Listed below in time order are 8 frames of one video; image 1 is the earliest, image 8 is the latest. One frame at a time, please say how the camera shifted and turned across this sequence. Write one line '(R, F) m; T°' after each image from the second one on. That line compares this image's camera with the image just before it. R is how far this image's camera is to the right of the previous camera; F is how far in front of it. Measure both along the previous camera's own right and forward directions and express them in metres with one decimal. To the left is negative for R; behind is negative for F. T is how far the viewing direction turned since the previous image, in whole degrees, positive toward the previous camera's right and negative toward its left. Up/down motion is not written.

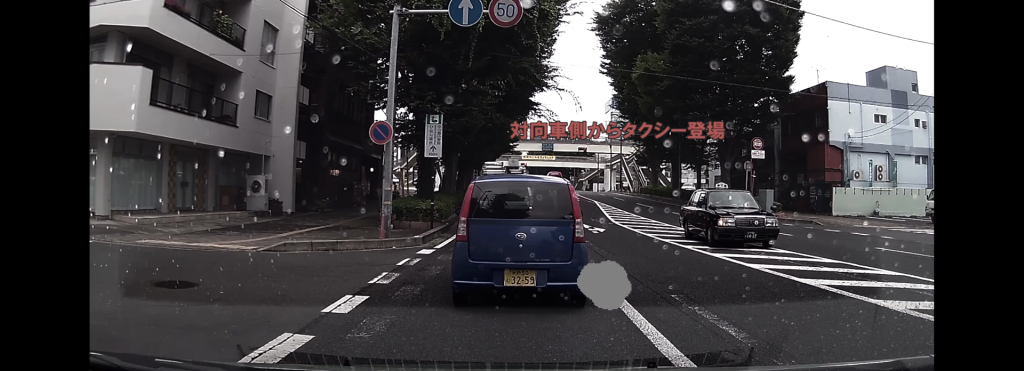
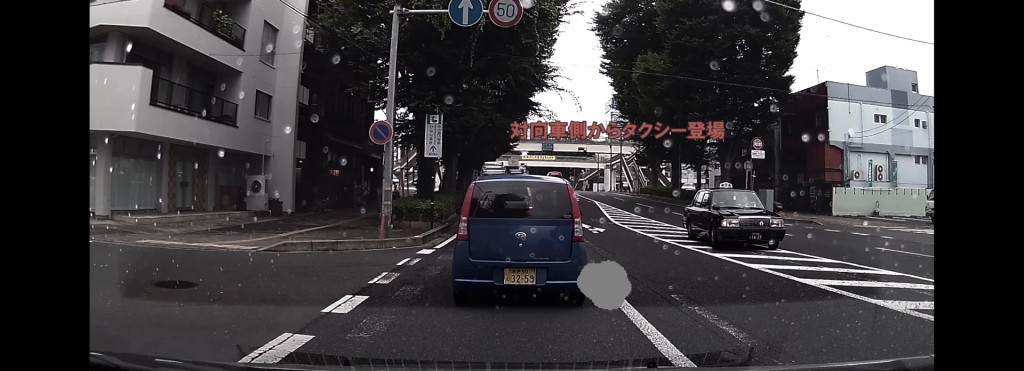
(0.0, 0.0) m; 0°
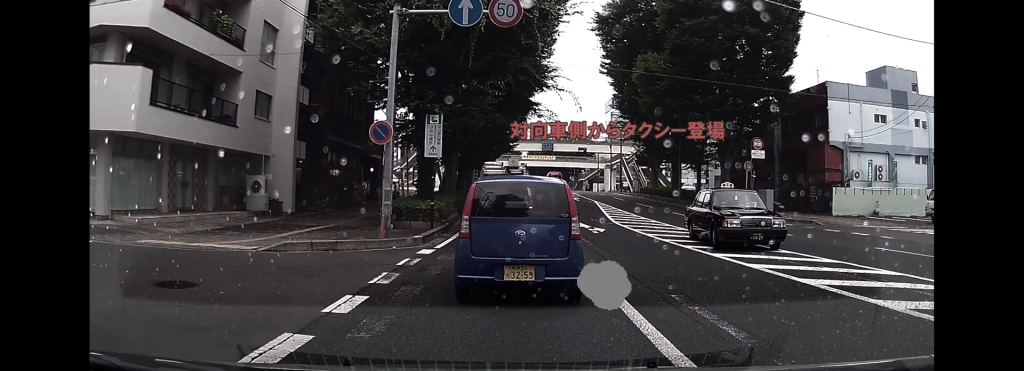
(0.0, 0.0) m; 0°
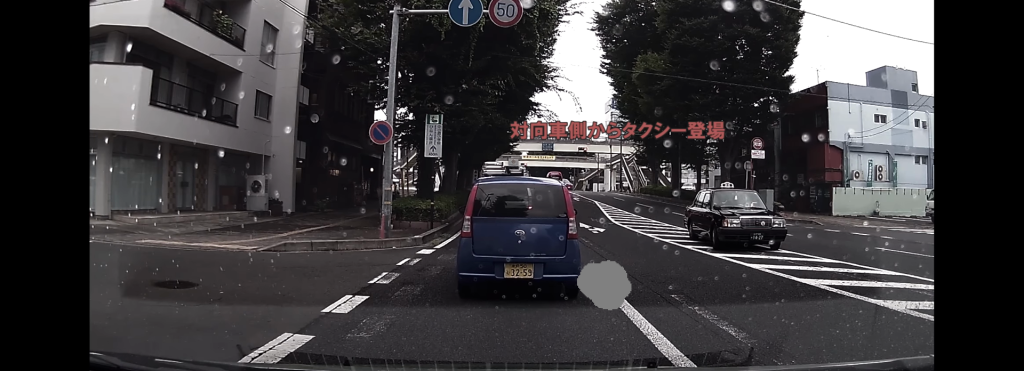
(0.0, 0.0) m; 0°
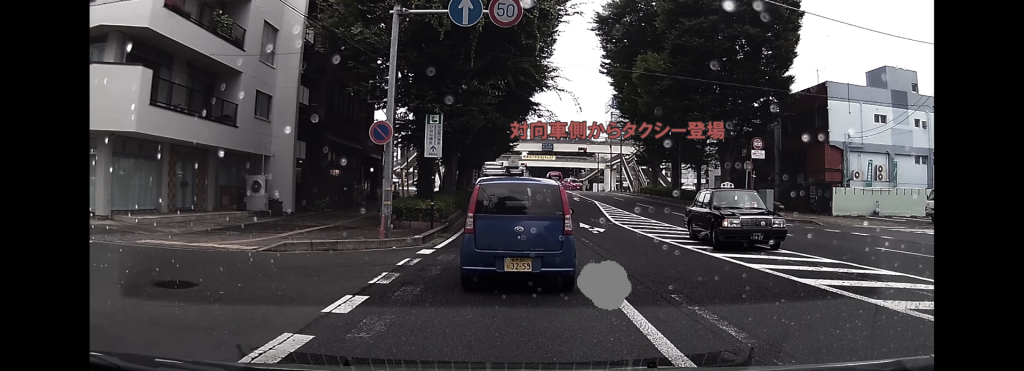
(0.0, 0.0) m; 0°
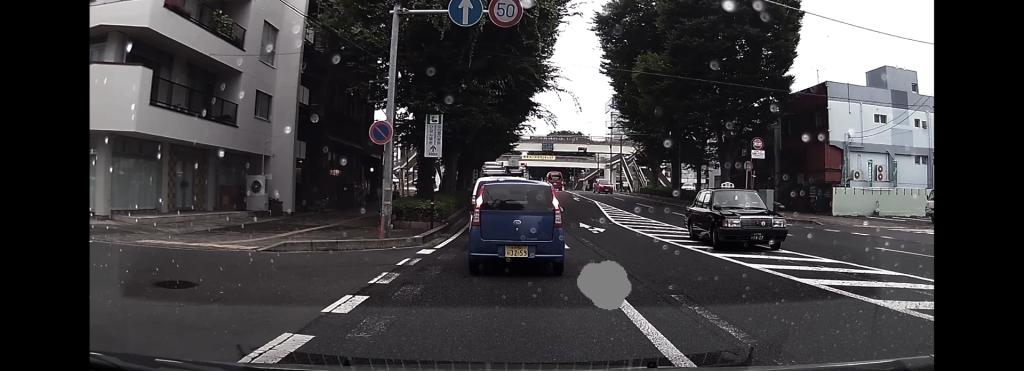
(0.0, 0.0) m; 0°
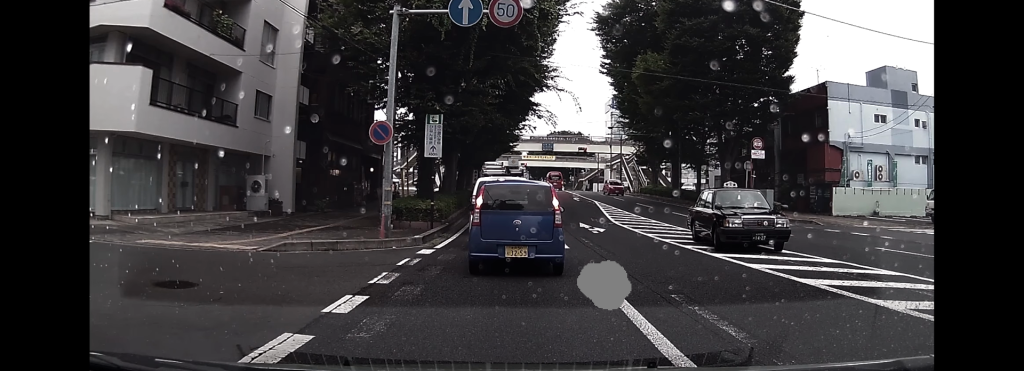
(0.0, 0.0) m; 0°
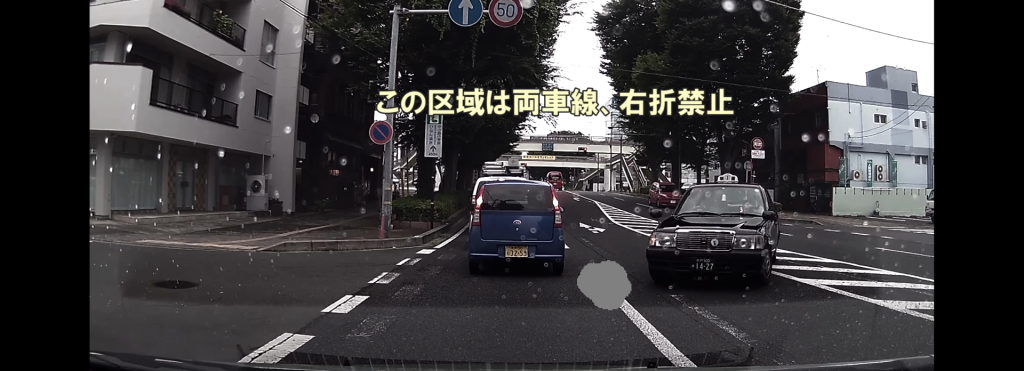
(0.0, 0.0) m; 0°
